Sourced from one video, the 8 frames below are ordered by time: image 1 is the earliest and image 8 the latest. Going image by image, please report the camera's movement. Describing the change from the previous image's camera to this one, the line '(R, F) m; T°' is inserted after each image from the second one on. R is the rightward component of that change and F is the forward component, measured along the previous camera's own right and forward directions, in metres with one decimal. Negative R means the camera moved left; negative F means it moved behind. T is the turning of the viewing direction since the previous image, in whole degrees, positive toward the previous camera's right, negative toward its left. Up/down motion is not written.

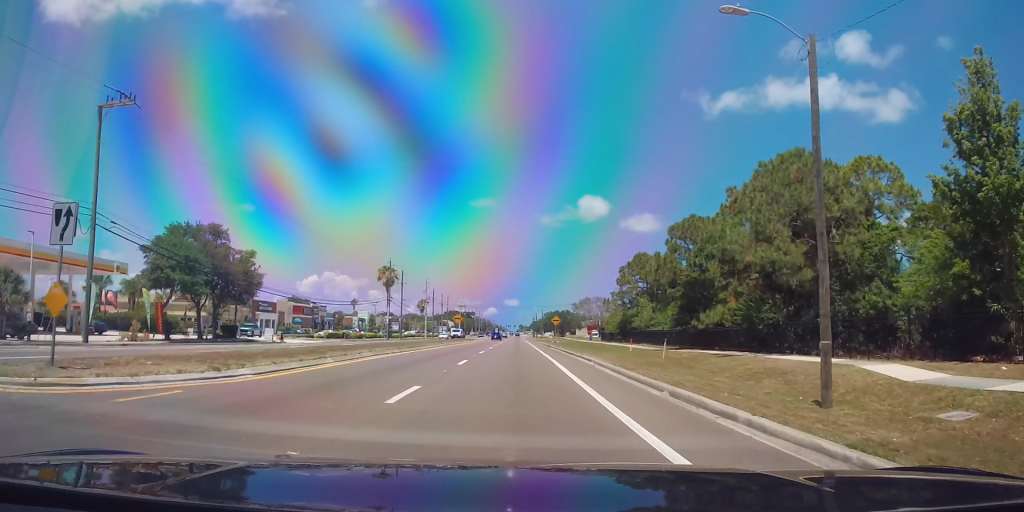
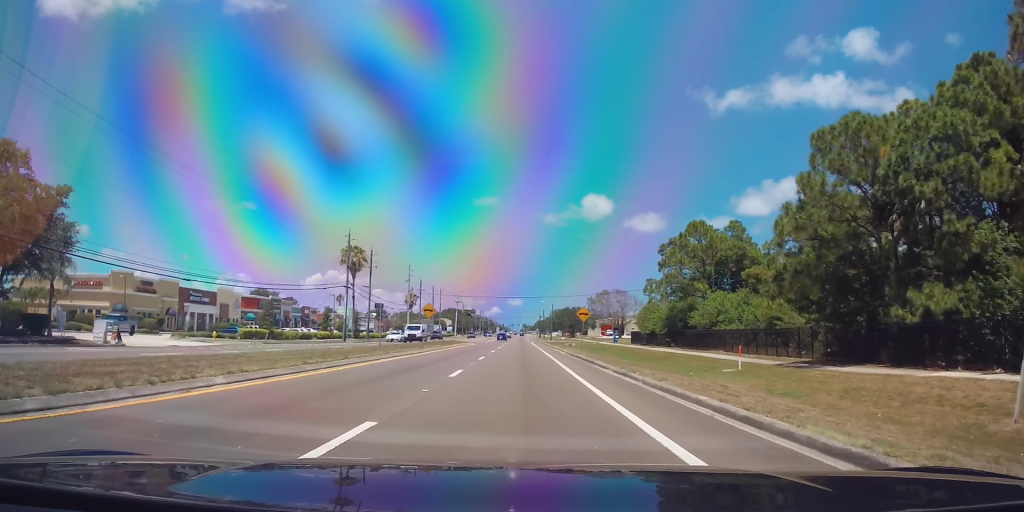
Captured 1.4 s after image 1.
(-0.1, +29.3) m; -1°
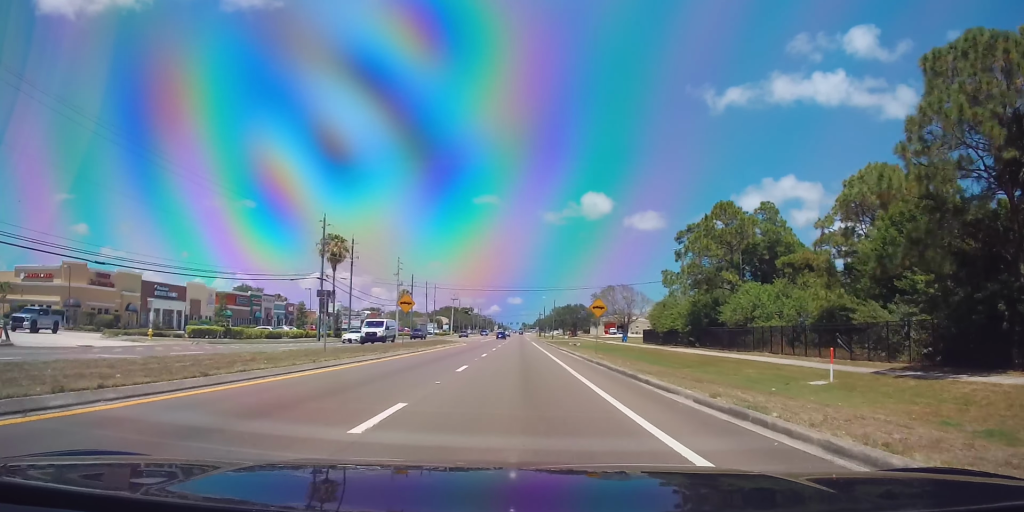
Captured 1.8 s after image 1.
(-0.2, +10.0) m; 0°
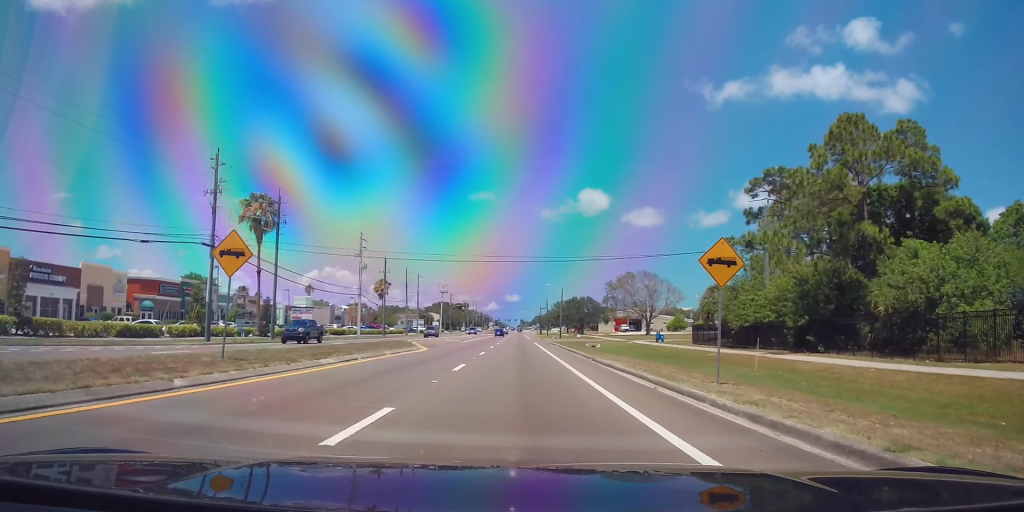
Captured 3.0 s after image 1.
(+0.2, +25.5) m; +1°
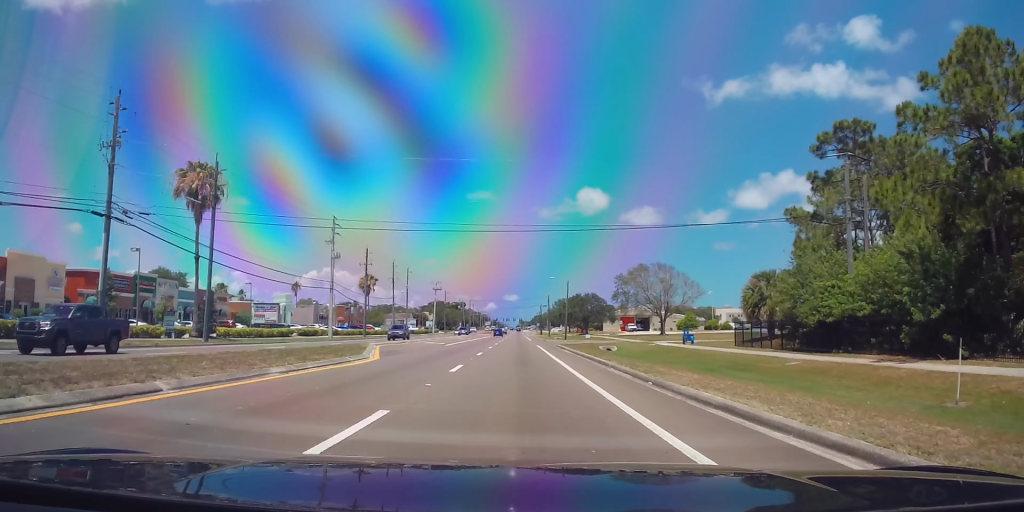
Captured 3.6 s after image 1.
(+0.1, +12.7) m; 0°
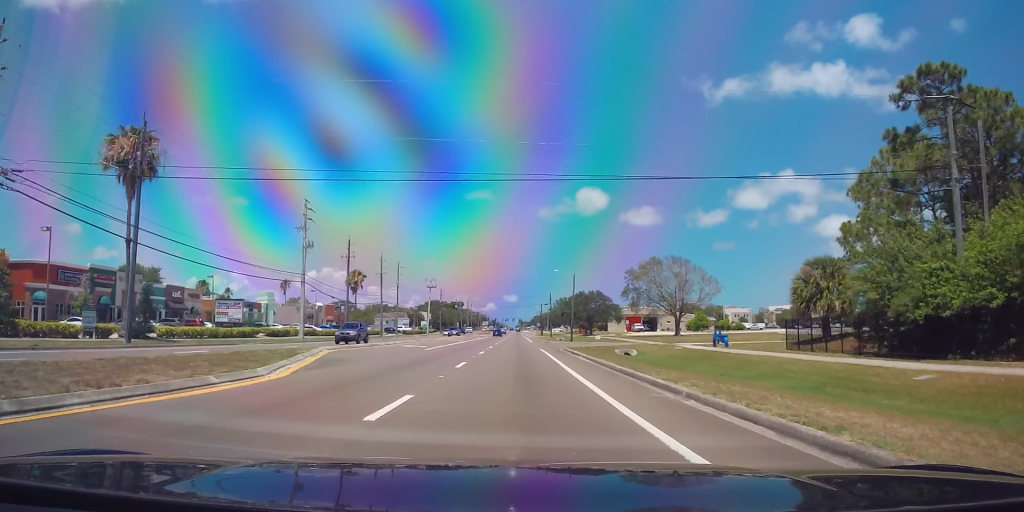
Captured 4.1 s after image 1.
(0.0, +9.9) m; 0°
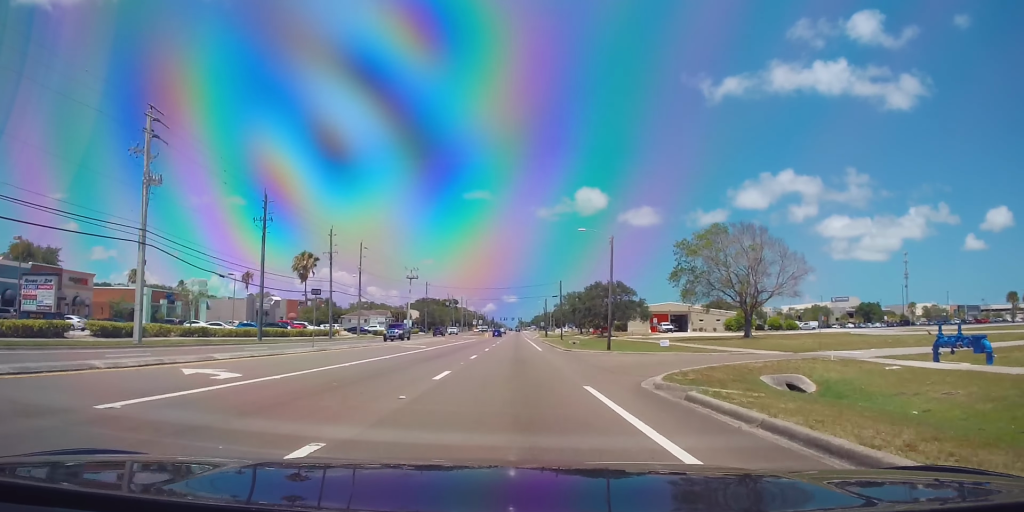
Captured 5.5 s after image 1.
(0.0, +29.2) m; 0°
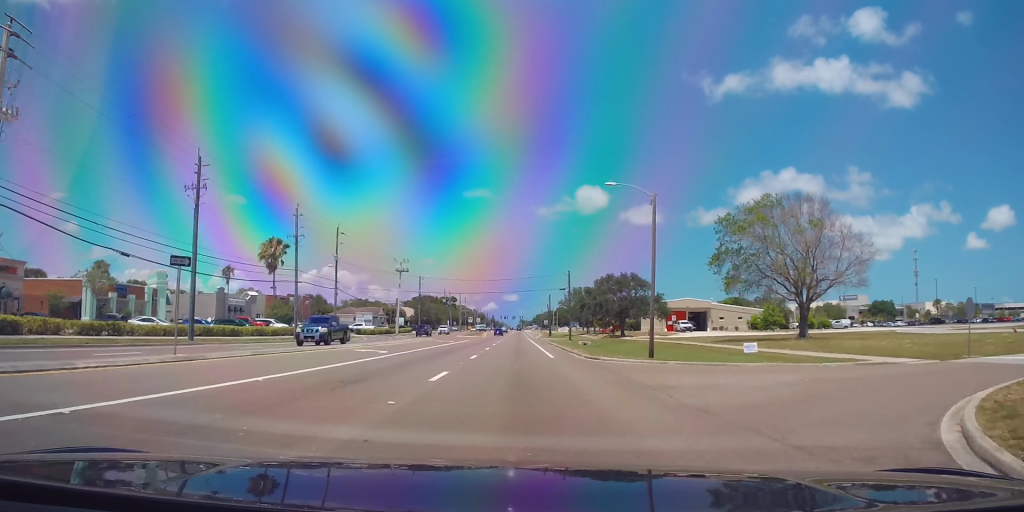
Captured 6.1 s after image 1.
(0.0, +12.9) m; 0°
